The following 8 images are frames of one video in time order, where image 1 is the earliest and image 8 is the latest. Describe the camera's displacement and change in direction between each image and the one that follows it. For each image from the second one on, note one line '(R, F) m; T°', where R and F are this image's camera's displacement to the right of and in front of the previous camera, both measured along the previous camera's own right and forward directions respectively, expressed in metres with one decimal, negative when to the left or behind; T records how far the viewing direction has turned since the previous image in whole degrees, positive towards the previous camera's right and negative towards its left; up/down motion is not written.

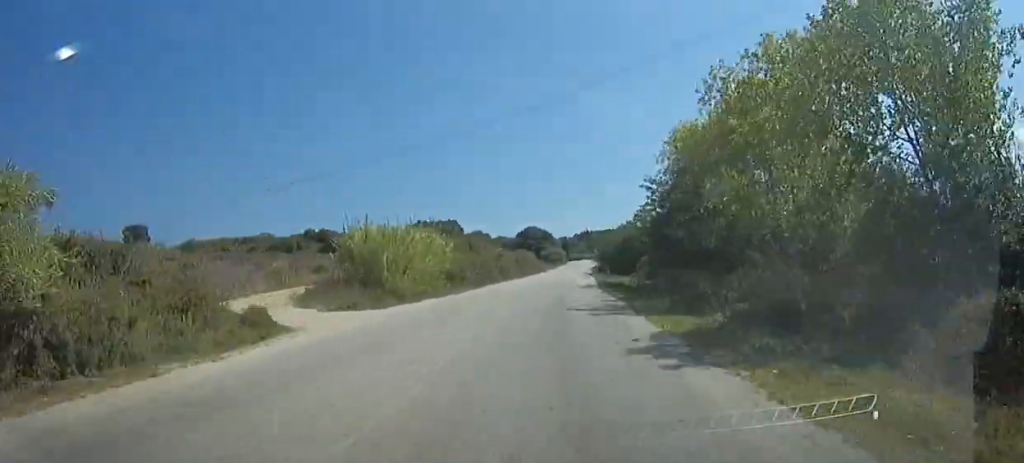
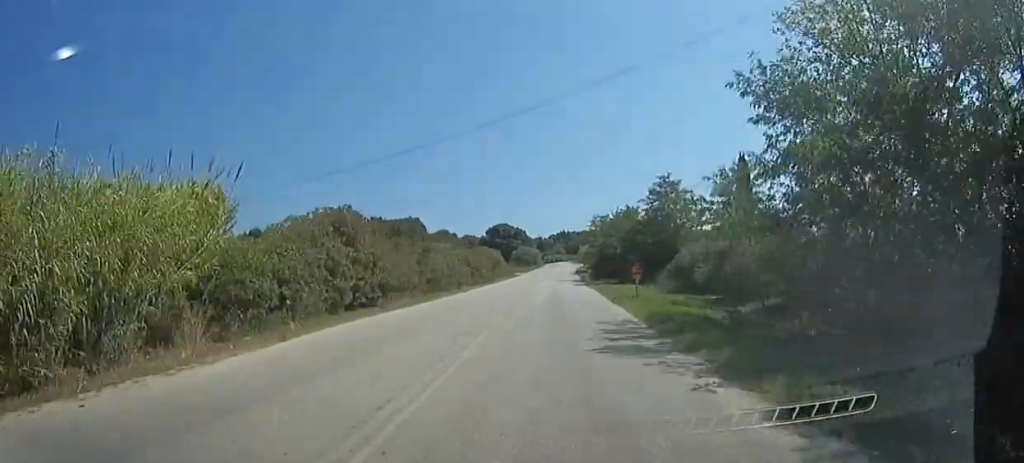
(+1.2, +19.1) m; +3°
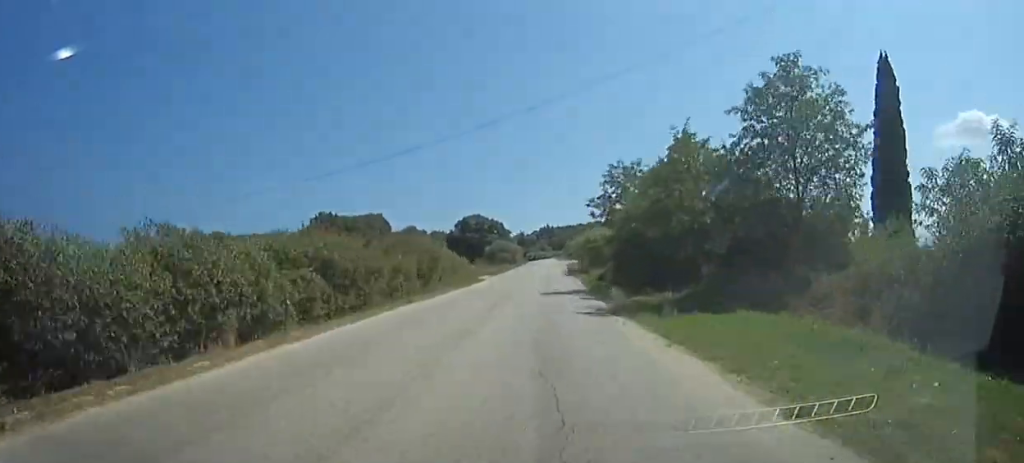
(+0.7, +22.4) m; +2°
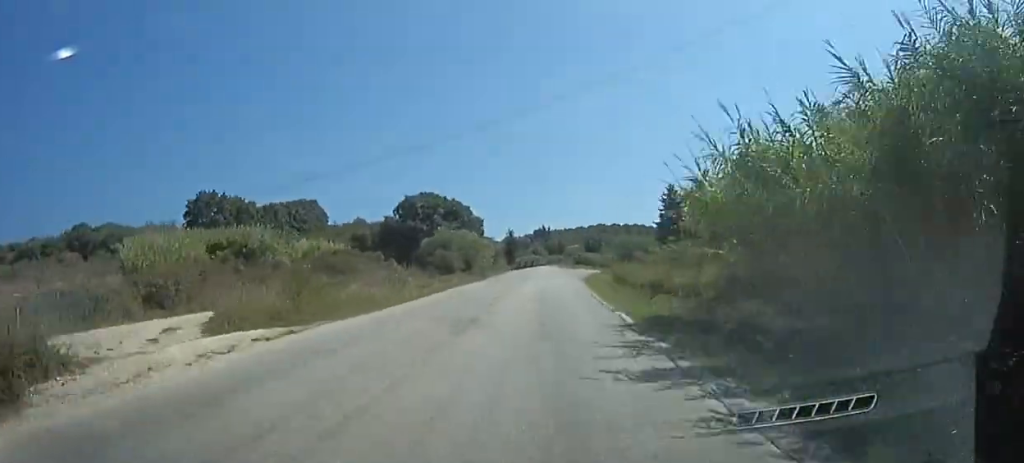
(+0.6, +44.6) m; +1°
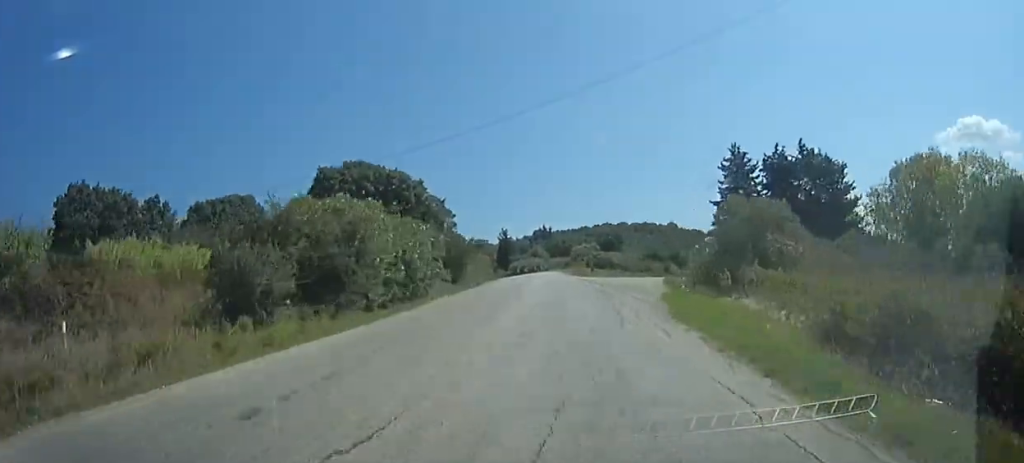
(+0.2, +28.7) m; 0°
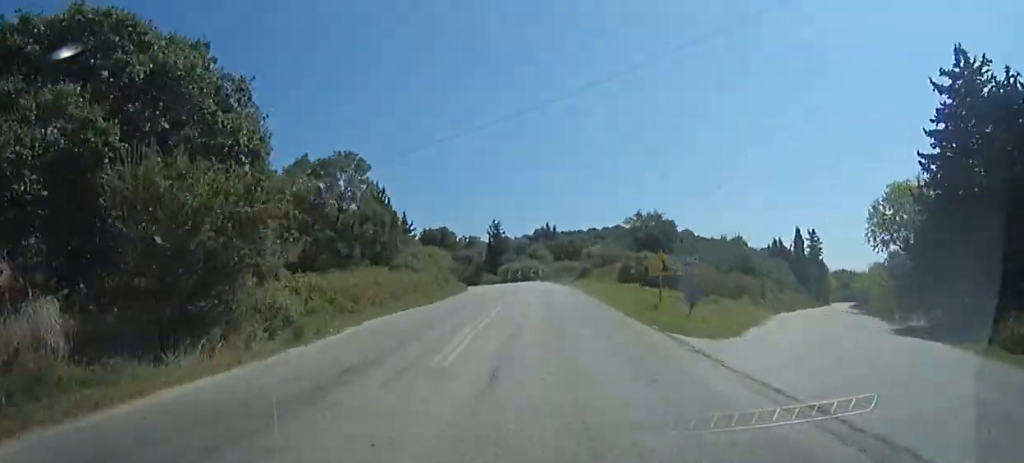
(-0.2, +33.3) m; -2°
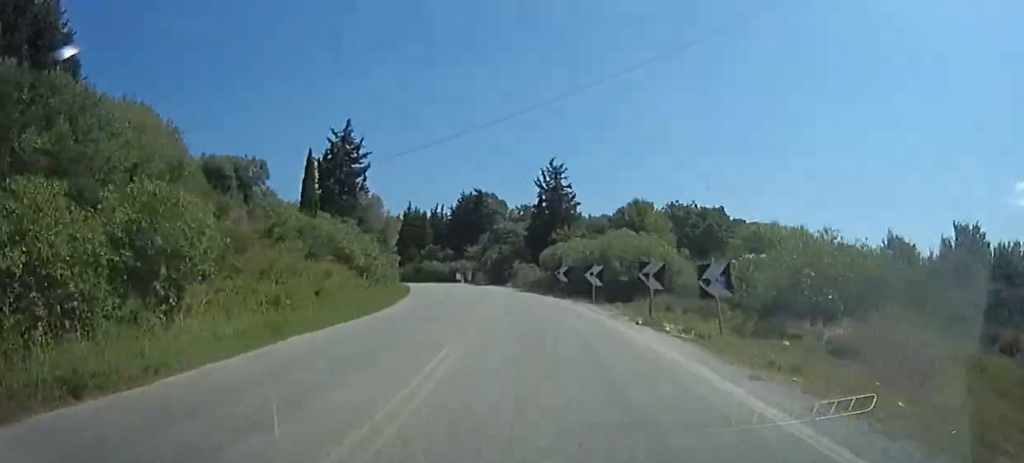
(-2.0, +60.3) m; -5°
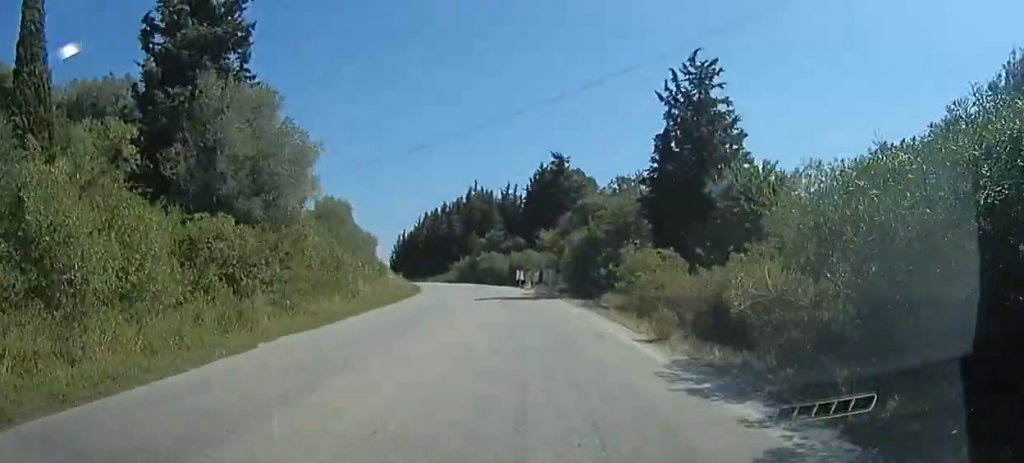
(-3.0, +31.6) m; +12°
